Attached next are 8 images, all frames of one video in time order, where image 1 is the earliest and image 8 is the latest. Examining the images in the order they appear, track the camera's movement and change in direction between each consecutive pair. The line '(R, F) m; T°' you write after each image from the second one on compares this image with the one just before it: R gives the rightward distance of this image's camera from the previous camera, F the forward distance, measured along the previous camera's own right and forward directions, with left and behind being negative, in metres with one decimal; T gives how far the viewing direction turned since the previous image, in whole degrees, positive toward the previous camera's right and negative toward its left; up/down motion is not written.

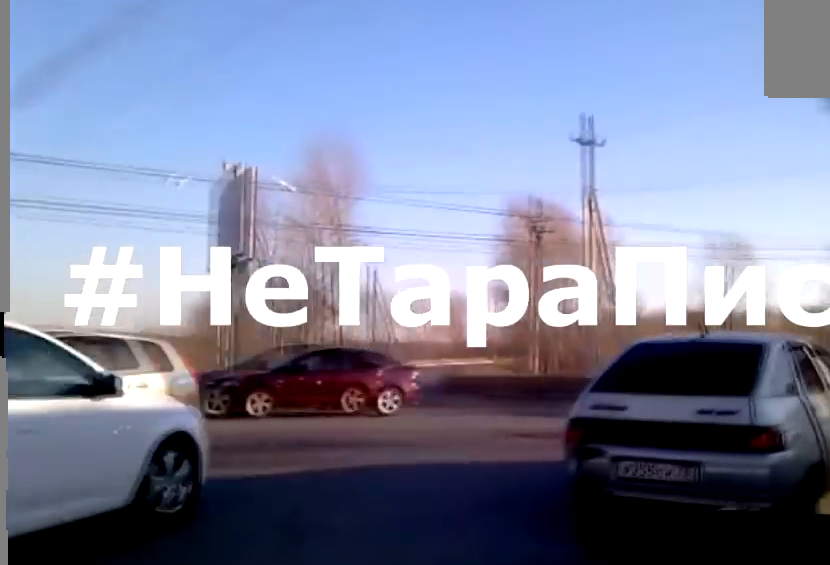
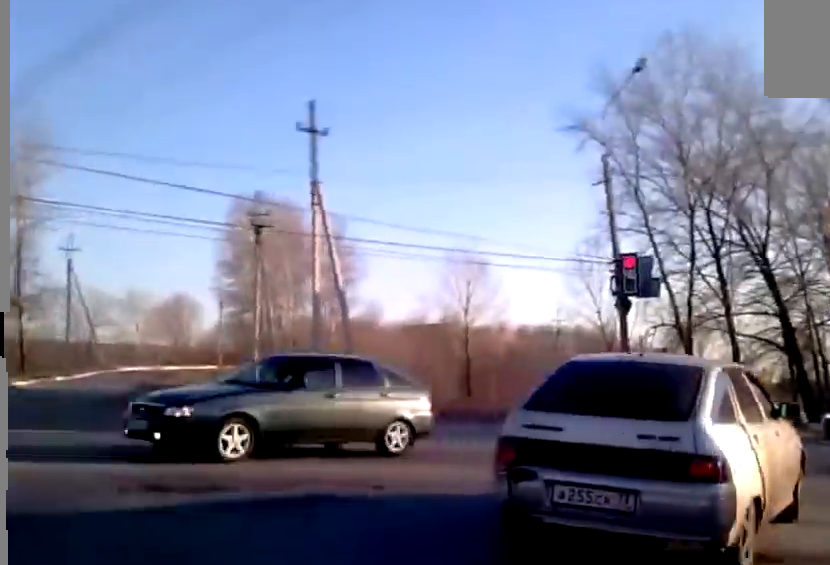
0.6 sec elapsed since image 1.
(+0.3, +3.2) m; +13°
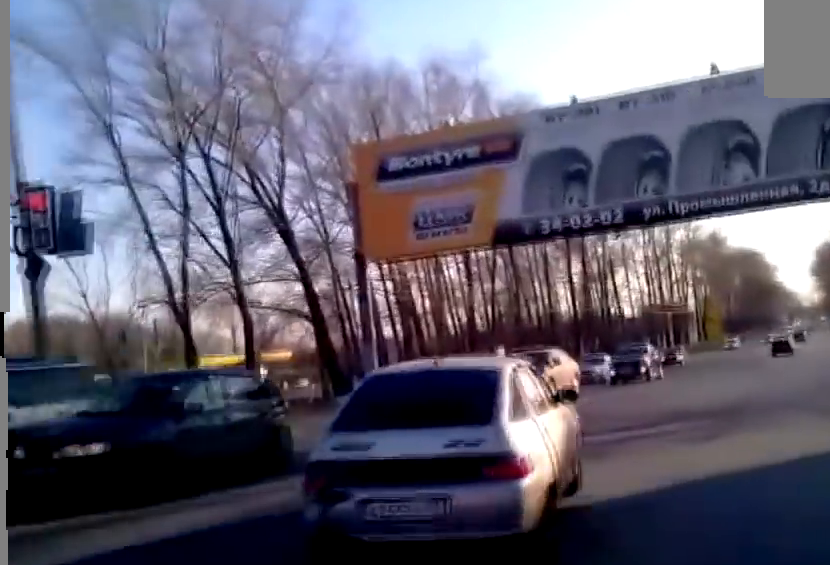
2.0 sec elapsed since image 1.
(+1.9, +7.7) m; +22°
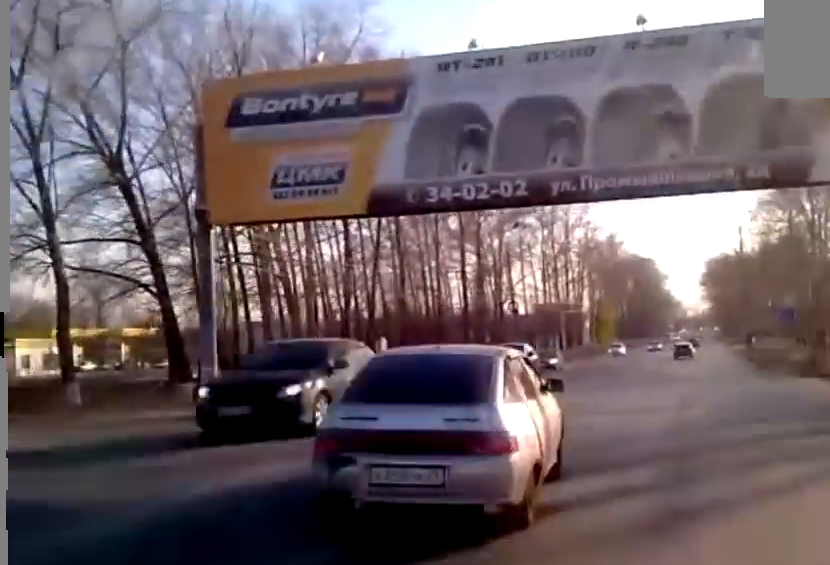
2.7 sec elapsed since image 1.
(+0.4, +5.4) m; +8°
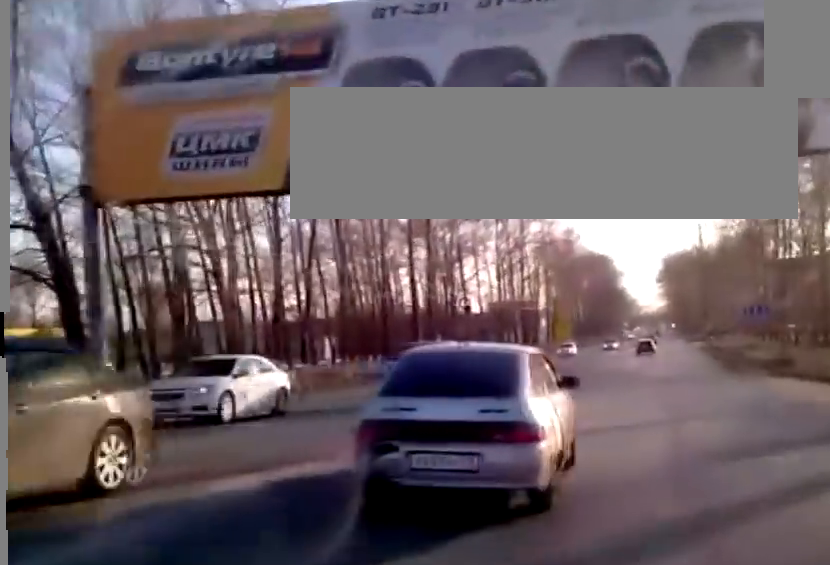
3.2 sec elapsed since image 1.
(-0.3, +3.8) m; +5°
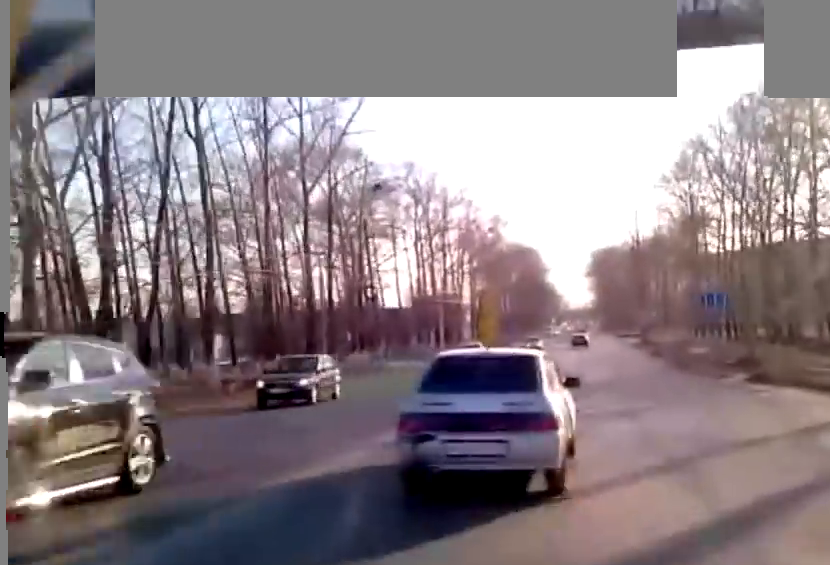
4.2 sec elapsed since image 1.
(+1.2, +8.7) m; +5°
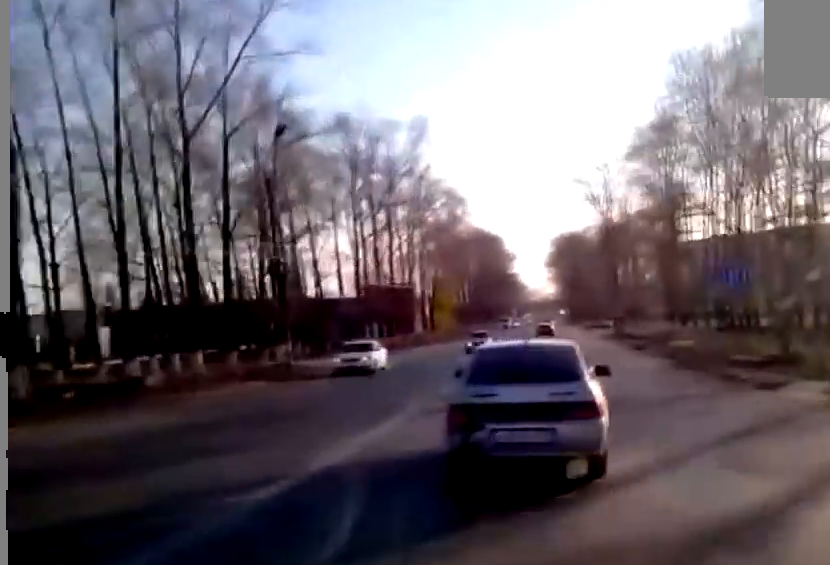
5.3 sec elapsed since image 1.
(-0.6, +11.2) m; -1°
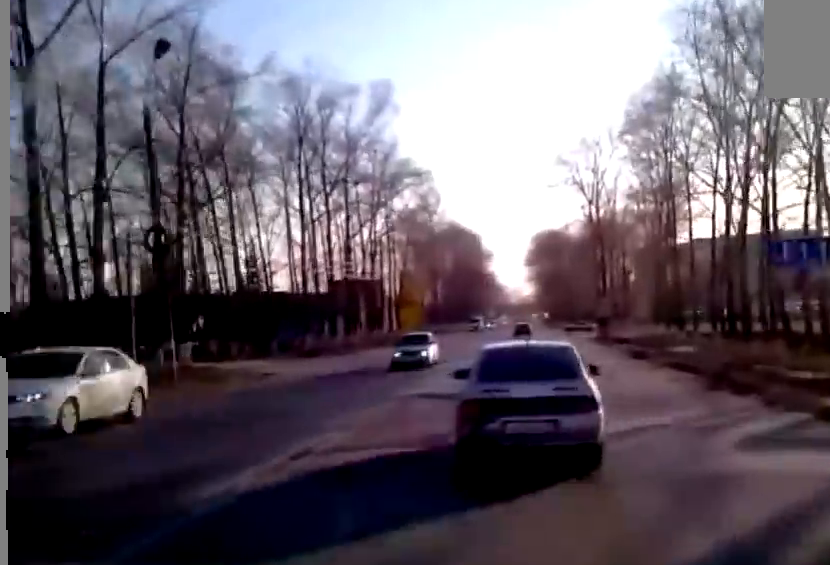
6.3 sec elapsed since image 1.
(+0.4, +10.6) m; +1°
